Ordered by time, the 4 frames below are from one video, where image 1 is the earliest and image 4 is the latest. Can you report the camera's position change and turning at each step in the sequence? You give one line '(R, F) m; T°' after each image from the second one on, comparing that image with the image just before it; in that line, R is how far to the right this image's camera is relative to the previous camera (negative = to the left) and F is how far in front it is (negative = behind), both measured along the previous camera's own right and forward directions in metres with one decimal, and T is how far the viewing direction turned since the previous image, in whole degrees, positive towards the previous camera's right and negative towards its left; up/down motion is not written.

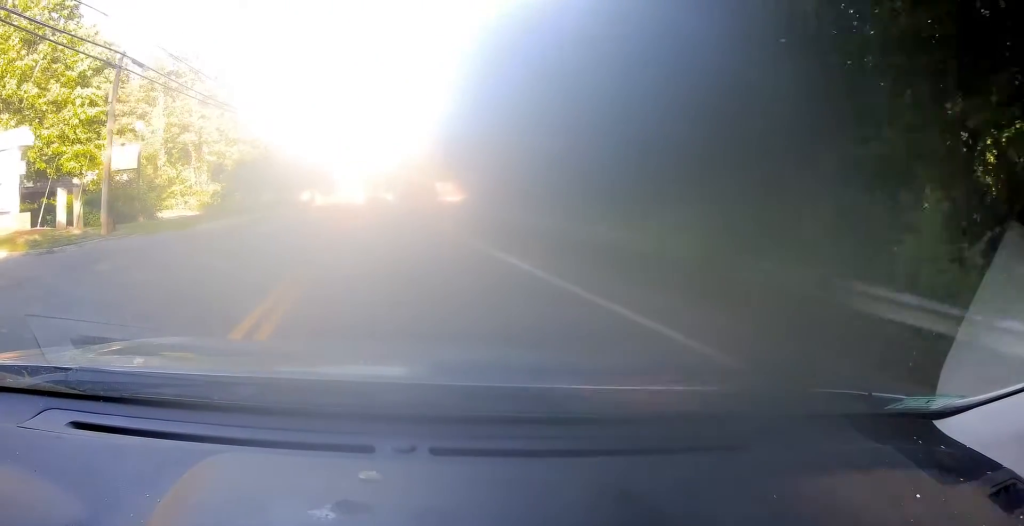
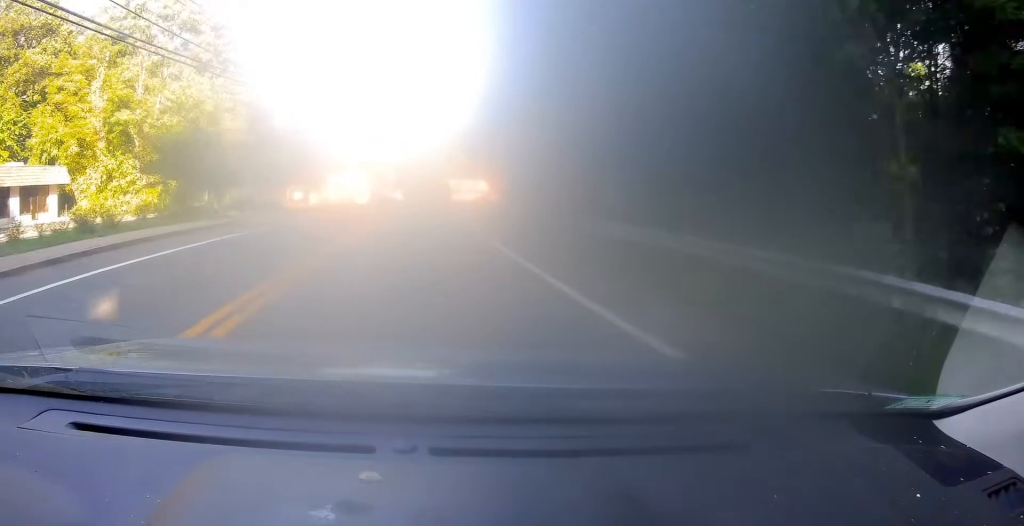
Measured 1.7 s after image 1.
(-0.2, +17.1) m; -7°
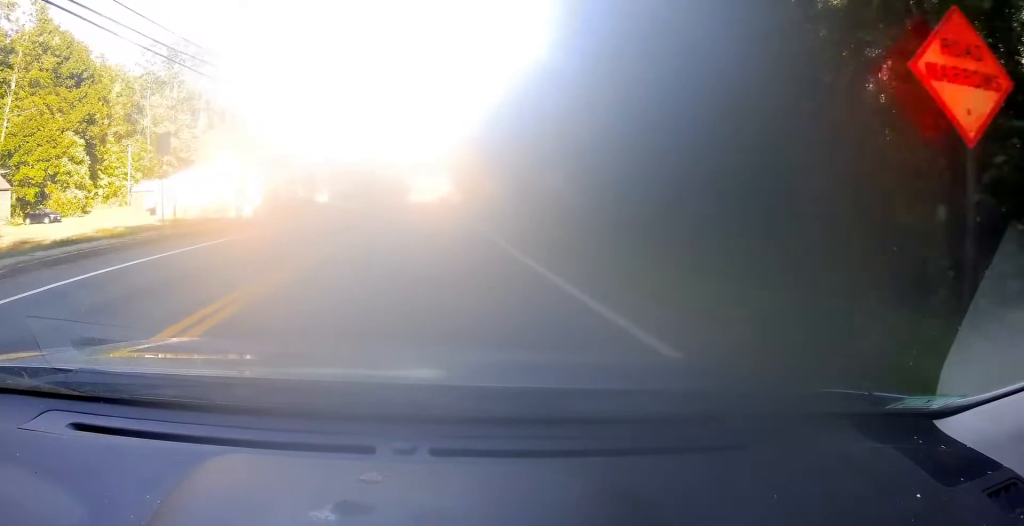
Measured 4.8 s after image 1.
(+4.4, +40.4) m; +12°
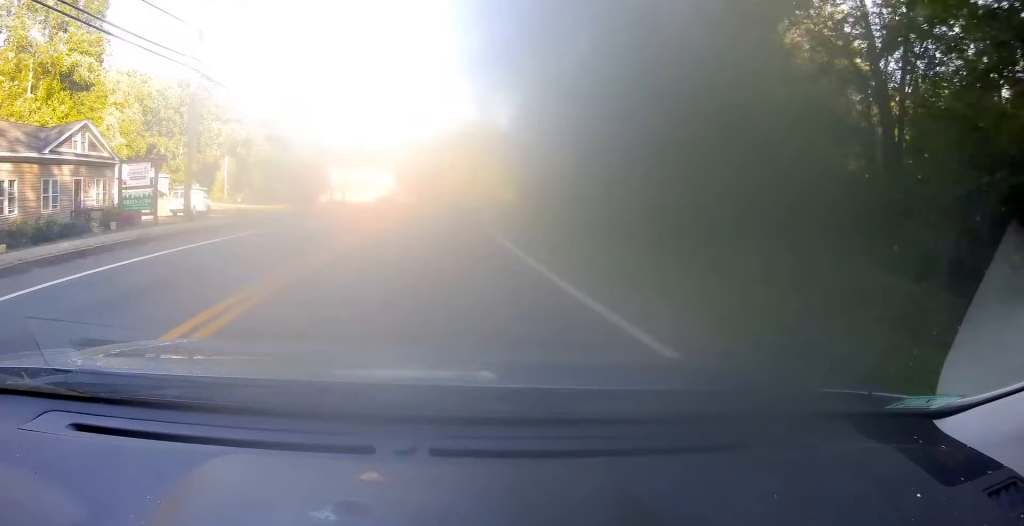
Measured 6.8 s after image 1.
(-1.8, +33.4) m; +5°
